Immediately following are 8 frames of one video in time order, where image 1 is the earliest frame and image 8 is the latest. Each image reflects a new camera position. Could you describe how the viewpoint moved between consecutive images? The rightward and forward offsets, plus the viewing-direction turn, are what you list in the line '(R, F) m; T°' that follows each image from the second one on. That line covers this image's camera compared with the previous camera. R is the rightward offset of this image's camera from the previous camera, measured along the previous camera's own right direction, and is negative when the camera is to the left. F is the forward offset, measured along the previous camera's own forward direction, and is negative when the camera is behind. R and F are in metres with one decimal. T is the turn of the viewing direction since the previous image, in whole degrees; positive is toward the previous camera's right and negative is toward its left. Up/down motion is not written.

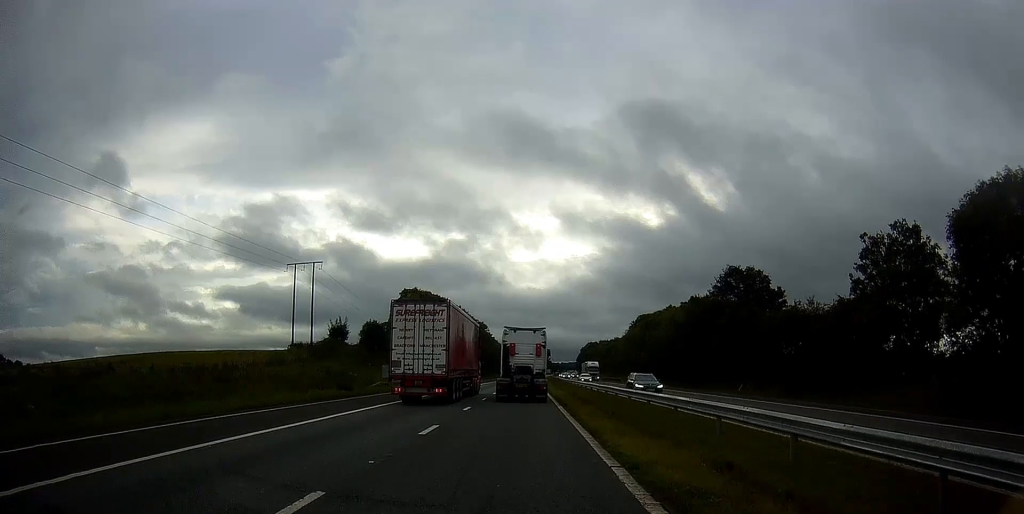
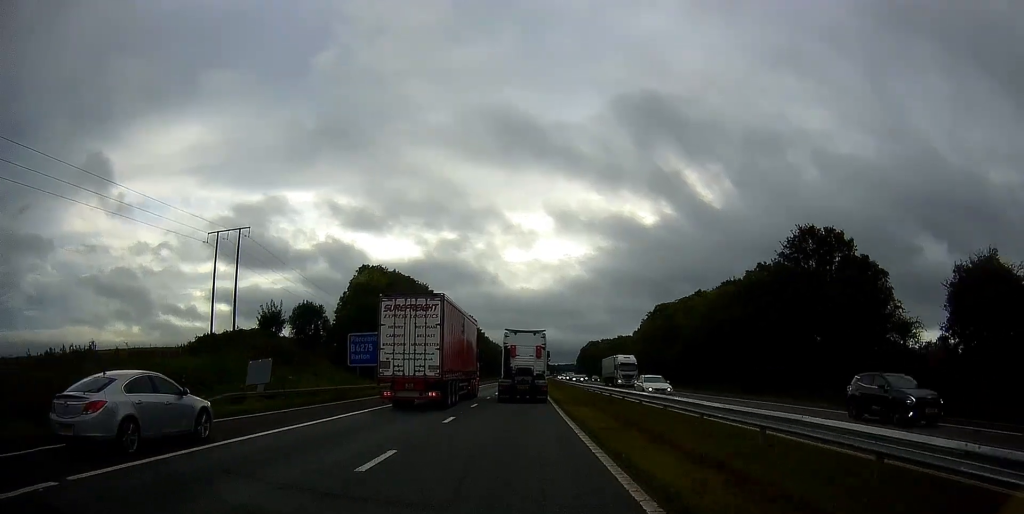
(-0.1, +22.8) m; 0°
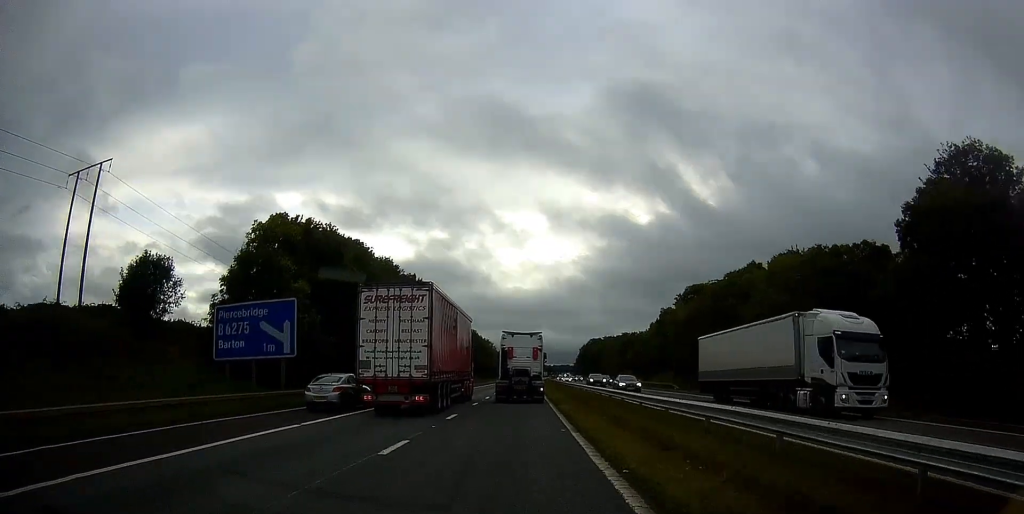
(+0.2, +25.1) m; +1°
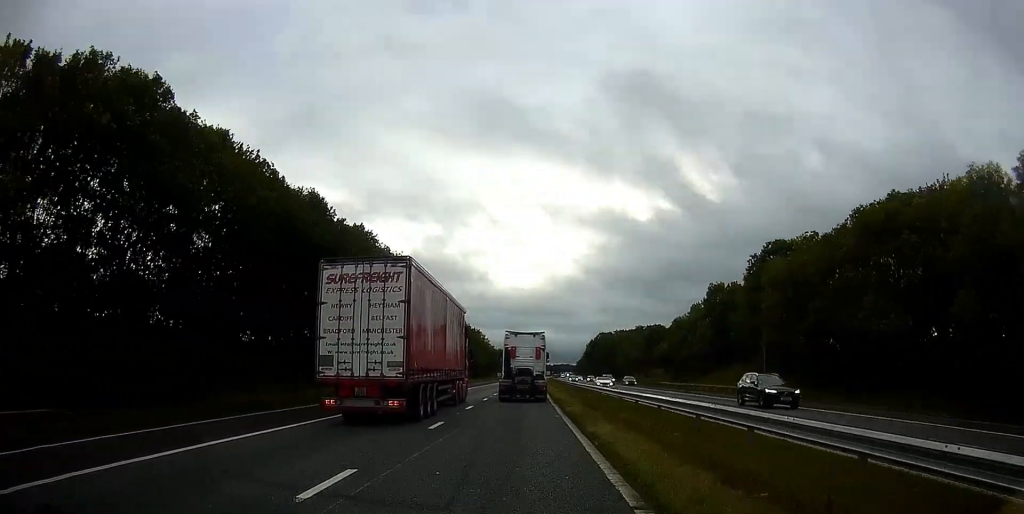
(+0.2, +30.6) m; 0°
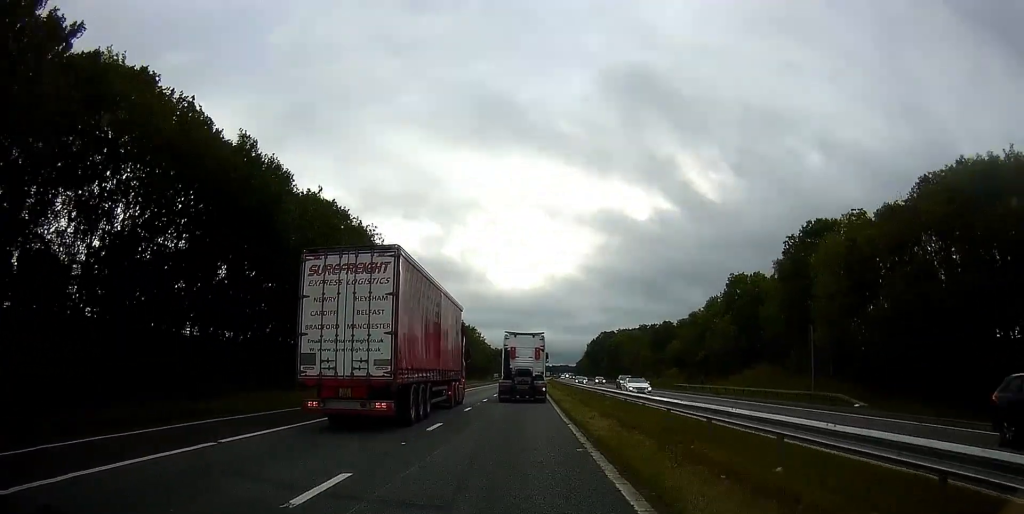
(+0.1, +9.2) m; 0°
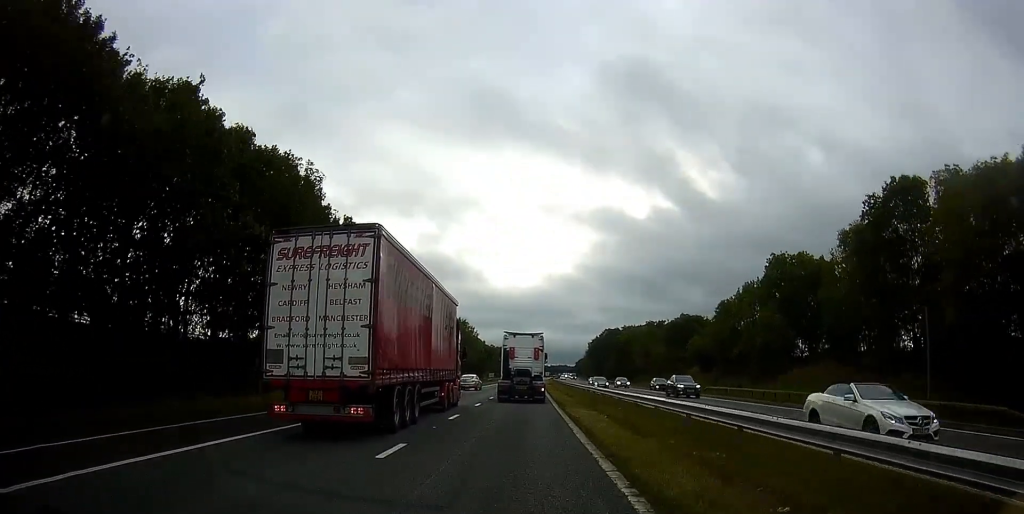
(-0.2, +13.8) m; 0°
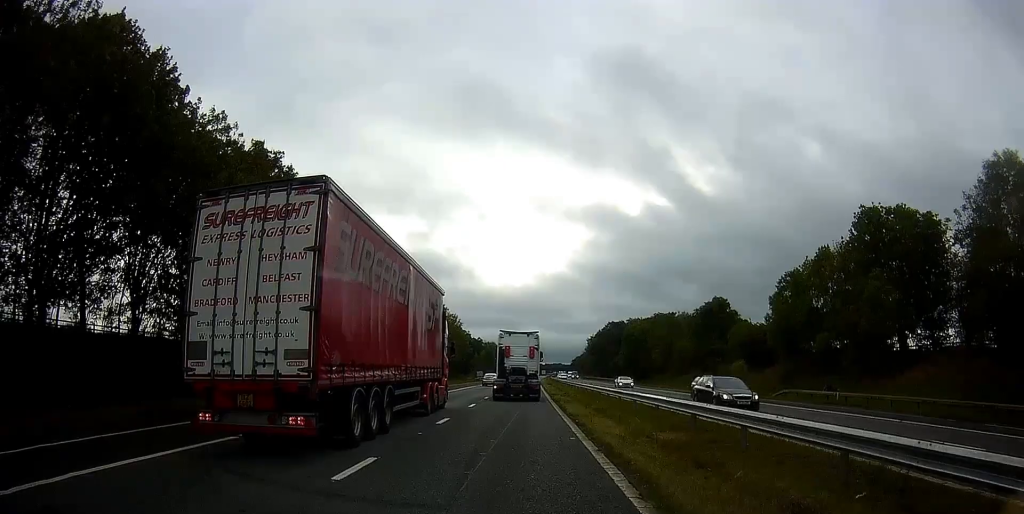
(0.0, +19.9) m; 0°
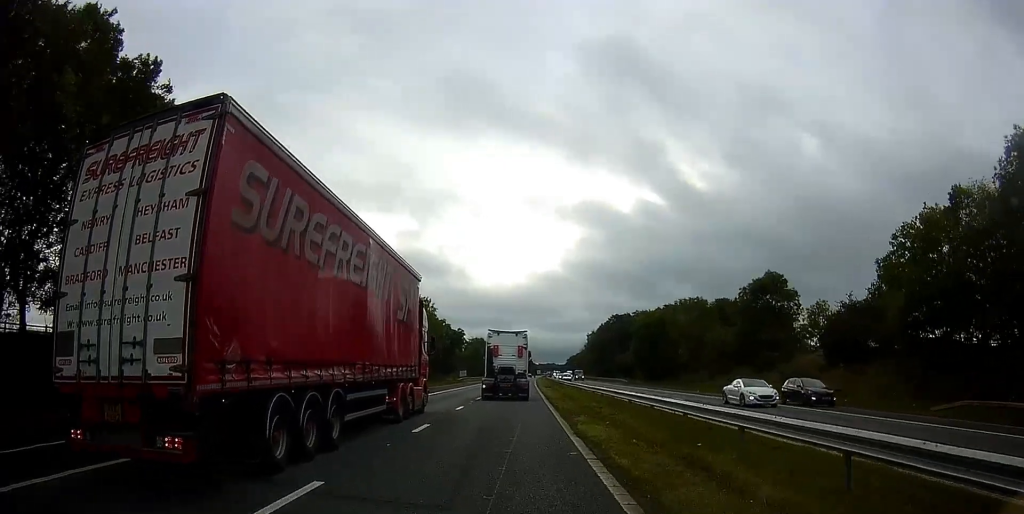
(+0.2, +19.9) m; +1°
